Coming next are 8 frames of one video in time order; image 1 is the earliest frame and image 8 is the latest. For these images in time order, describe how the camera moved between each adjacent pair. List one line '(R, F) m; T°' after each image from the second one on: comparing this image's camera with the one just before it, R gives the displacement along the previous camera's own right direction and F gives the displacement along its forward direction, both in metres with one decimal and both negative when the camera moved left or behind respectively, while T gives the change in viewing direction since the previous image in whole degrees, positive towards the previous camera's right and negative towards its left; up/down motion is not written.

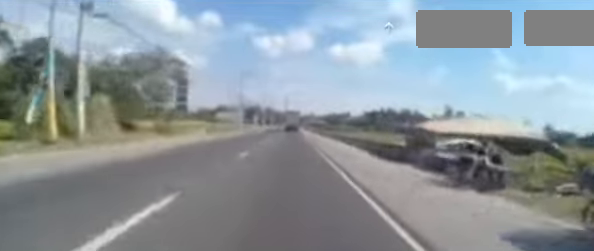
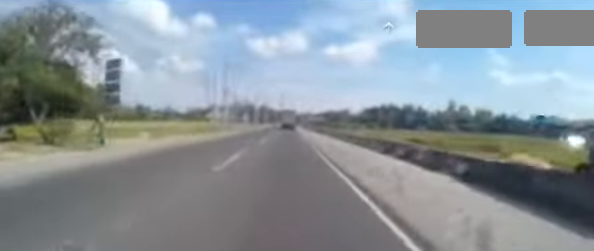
(-0.2, +12.0) m; -1°
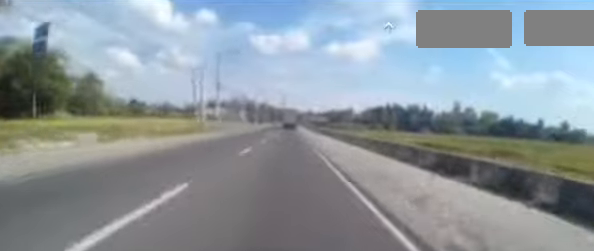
(0.0, +6.2) m; -1°
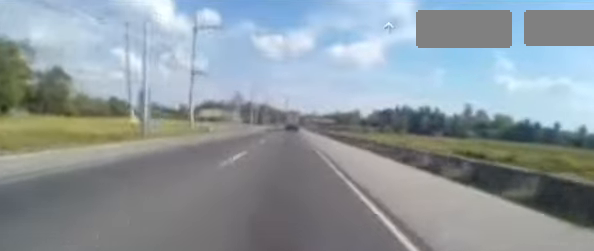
(-0.2, +12.4) m; -1°
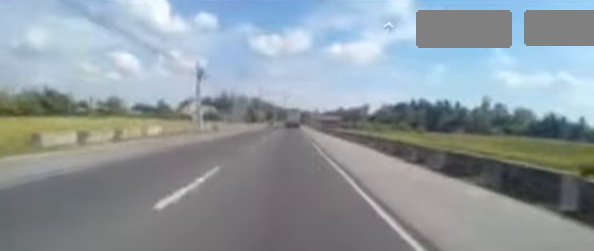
(+0.2, +22.6) m; +2°
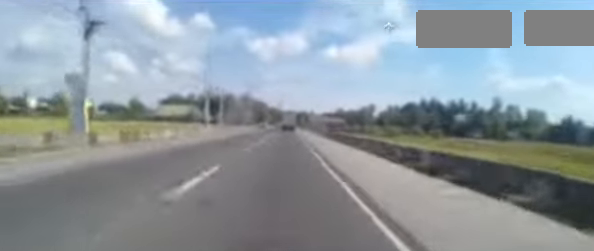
(0.0, +17.7) m; +1°
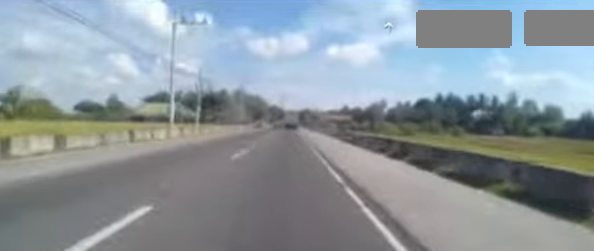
(+0.2, +12.8) m; +1°
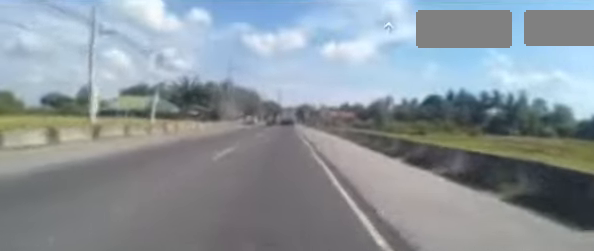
(+0.1, +11.2) m; -1°
